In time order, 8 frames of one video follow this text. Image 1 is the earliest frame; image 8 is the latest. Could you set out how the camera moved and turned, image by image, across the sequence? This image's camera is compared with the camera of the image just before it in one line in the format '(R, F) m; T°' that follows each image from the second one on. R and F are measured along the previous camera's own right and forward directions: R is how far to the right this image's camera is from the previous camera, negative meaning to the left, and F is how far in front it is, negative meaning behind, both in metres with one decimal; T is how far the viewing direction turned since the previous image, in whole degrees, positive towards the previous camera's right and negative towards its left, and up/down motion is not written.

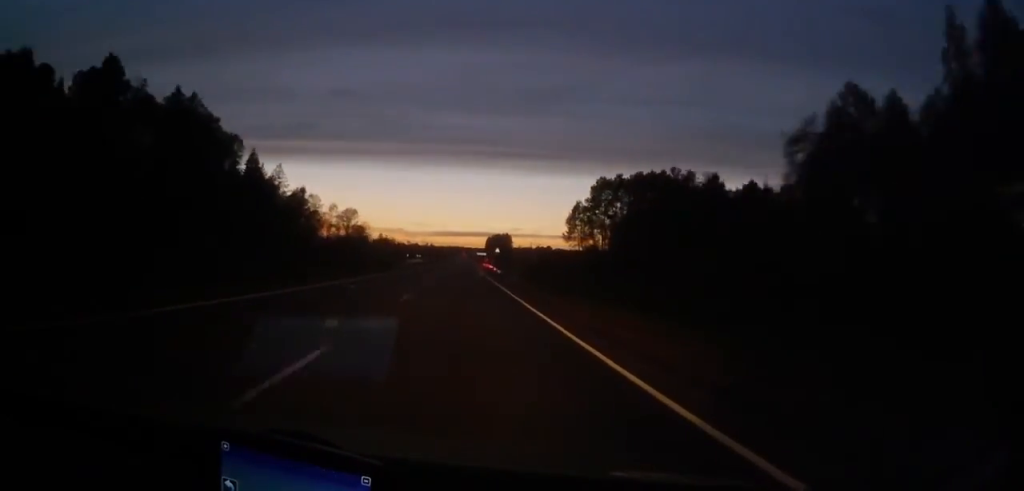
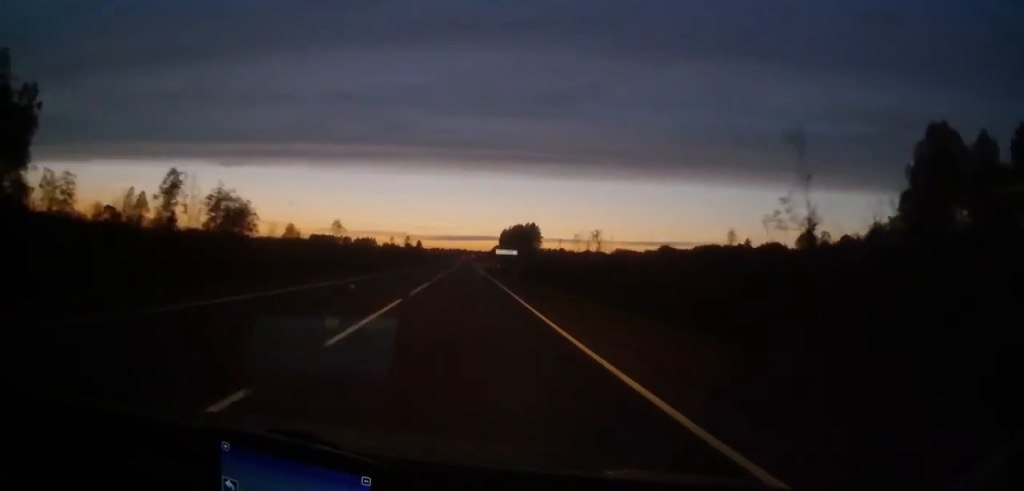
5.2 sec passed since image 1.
(-0.7, +140.5) m; -1°
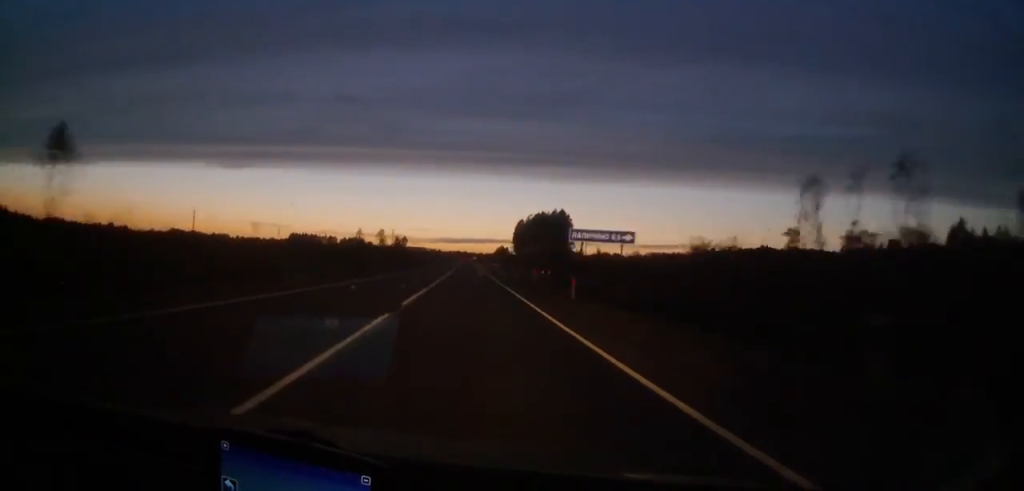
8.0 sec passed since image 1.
(-0.2, +76.0) m; 0°
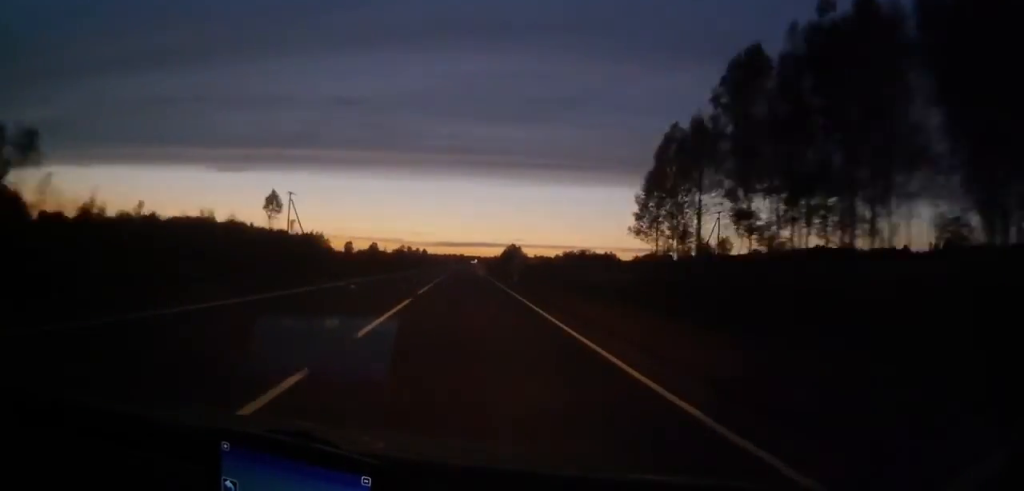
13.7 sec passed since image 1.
(+1.1, +155.5) m; 0°
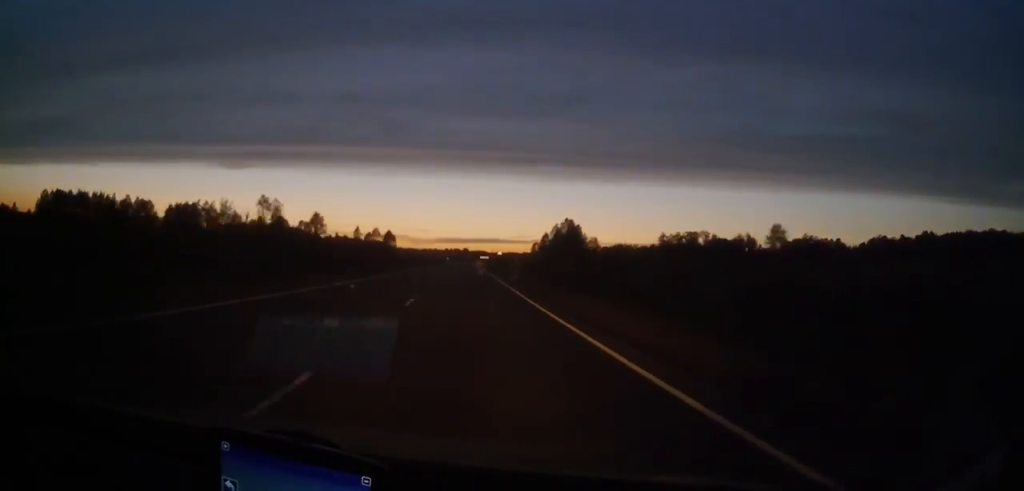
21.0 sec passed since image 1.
(-1.5, +192.1) m; 0°
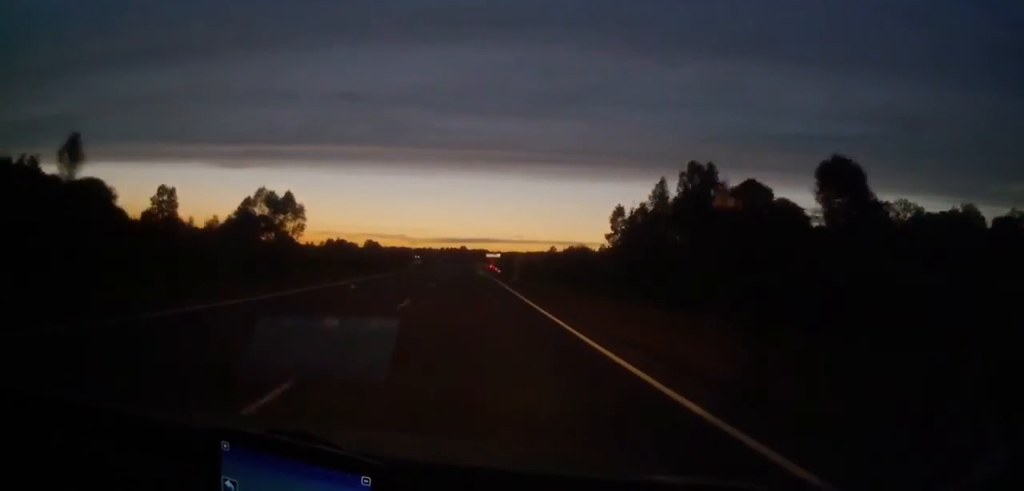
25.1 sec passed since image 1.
(+0.4, +107.8) m; 0°
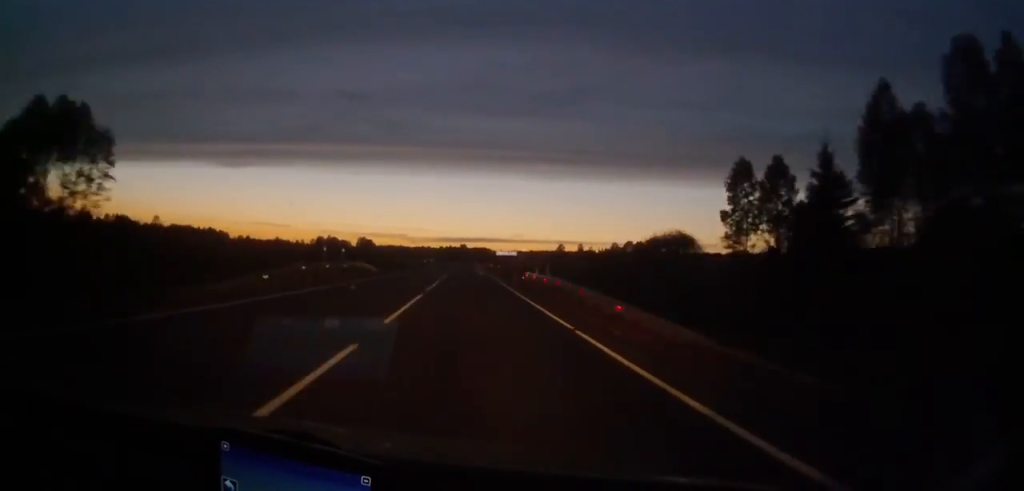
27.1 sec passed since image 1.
(0.0, +51.6) m; 0°
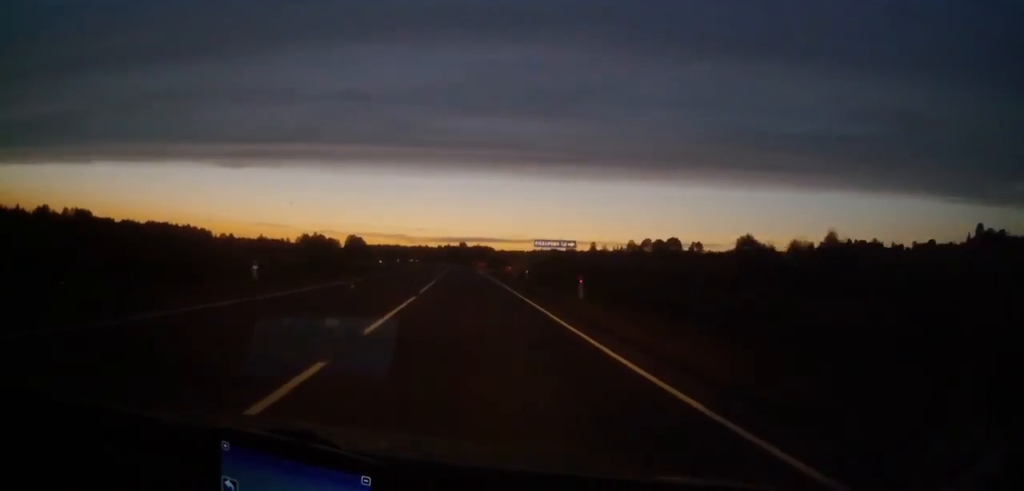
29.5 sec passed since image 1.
(-0.1, +61.4) m; 0°
